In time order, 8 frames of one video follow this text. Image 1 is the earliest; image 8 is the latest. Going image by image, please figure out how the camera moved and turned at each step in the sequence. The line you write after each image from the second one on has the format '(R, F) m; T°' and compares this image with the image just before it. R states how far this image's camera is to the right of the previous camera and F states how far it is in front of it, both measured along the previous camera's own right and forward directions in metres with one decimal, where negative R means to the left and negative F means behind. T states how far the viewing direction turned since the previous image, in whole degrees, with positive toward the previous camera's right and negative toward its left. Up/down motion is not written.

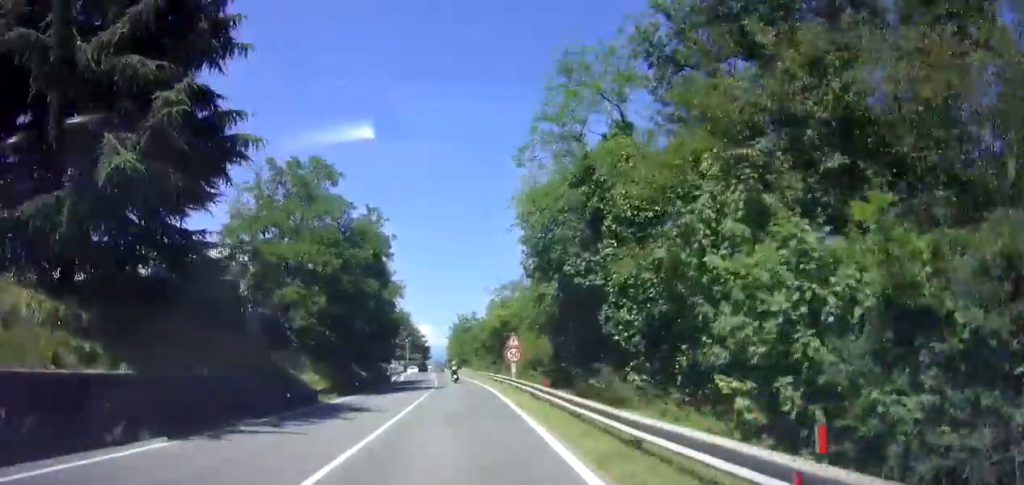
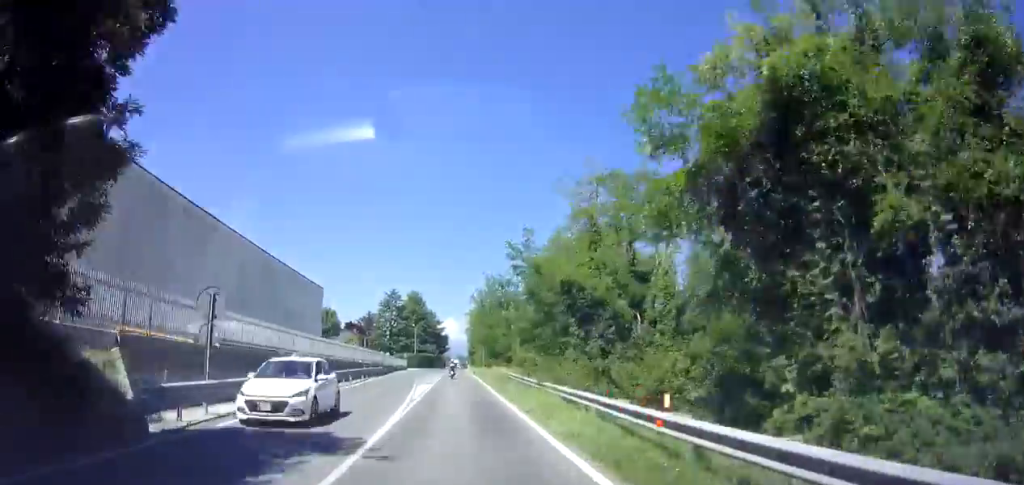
(-0.5, +43.1) m; -2°
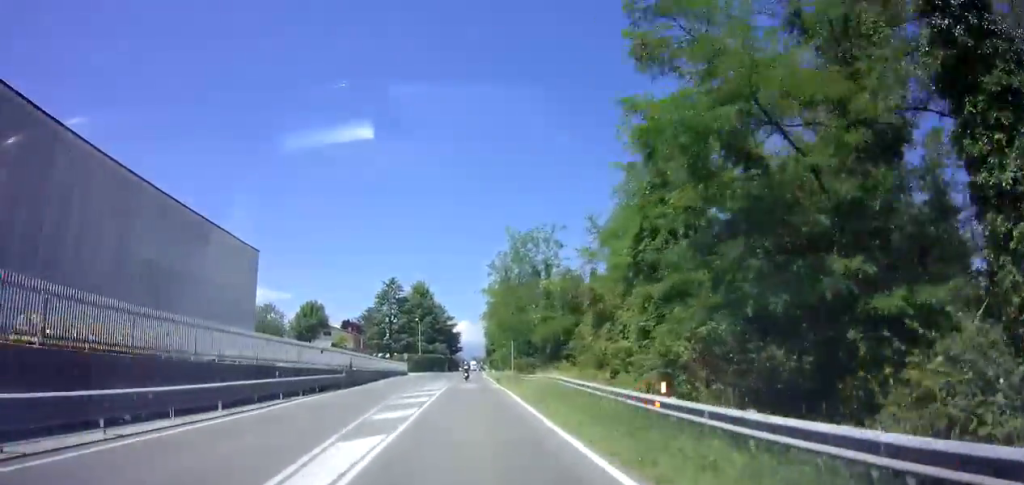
(-0.3, +22.7) m; -1°
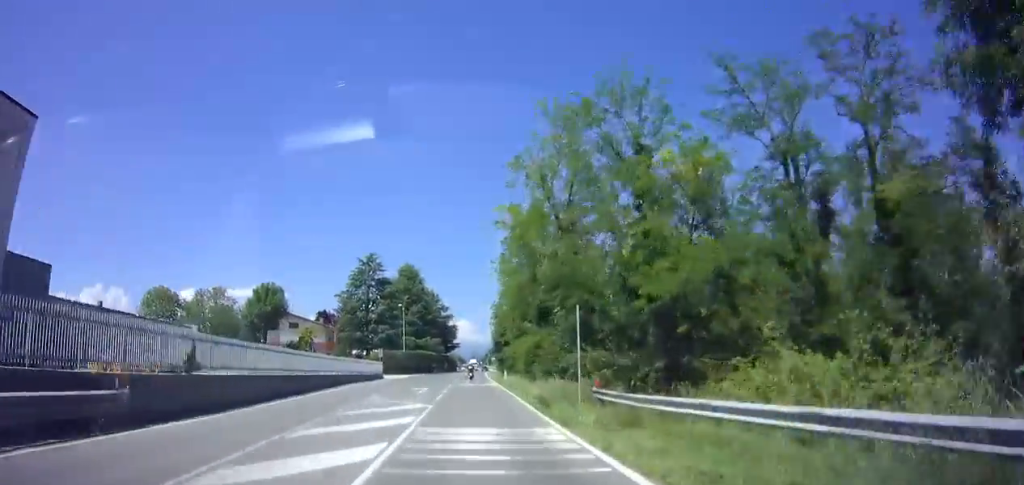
(-0.1, +23.0) m; -1°
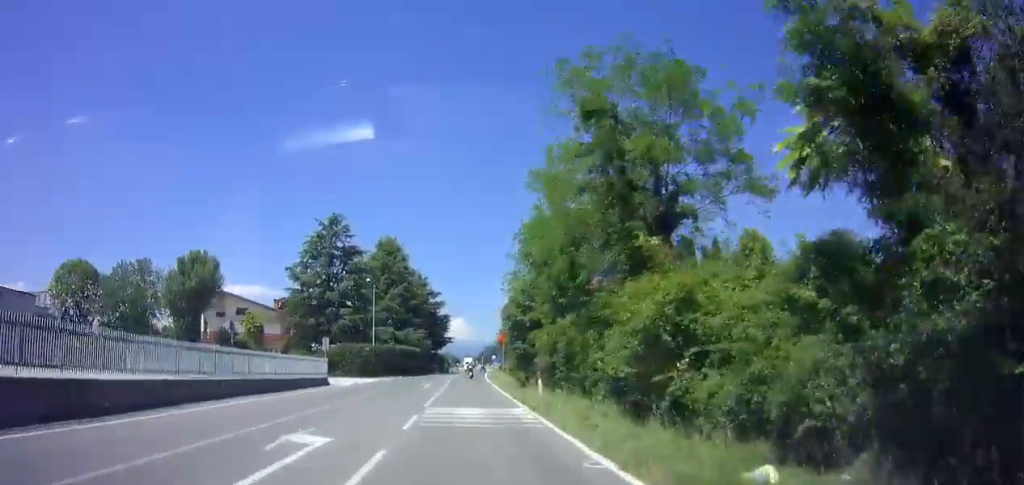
(-0.1, +21.6) m; 0°
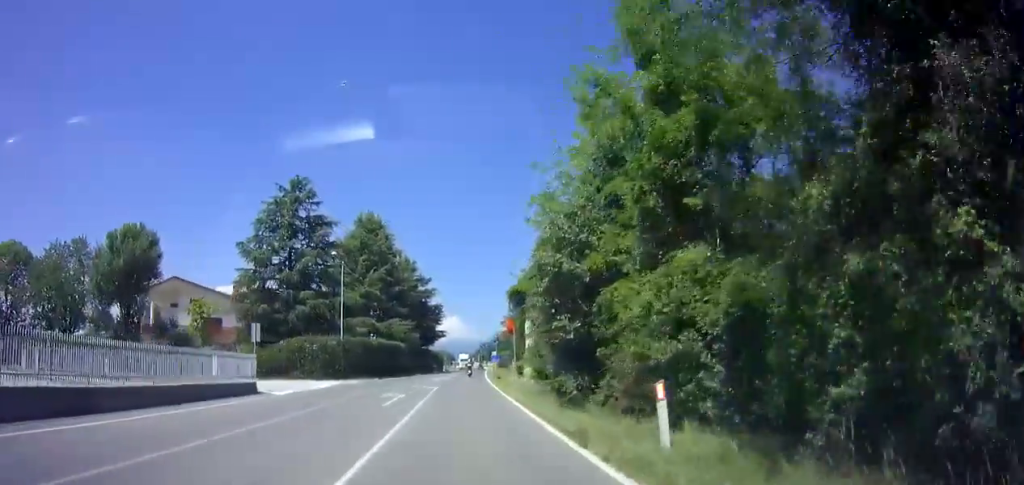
(+0.1, +12.6) m; +1°
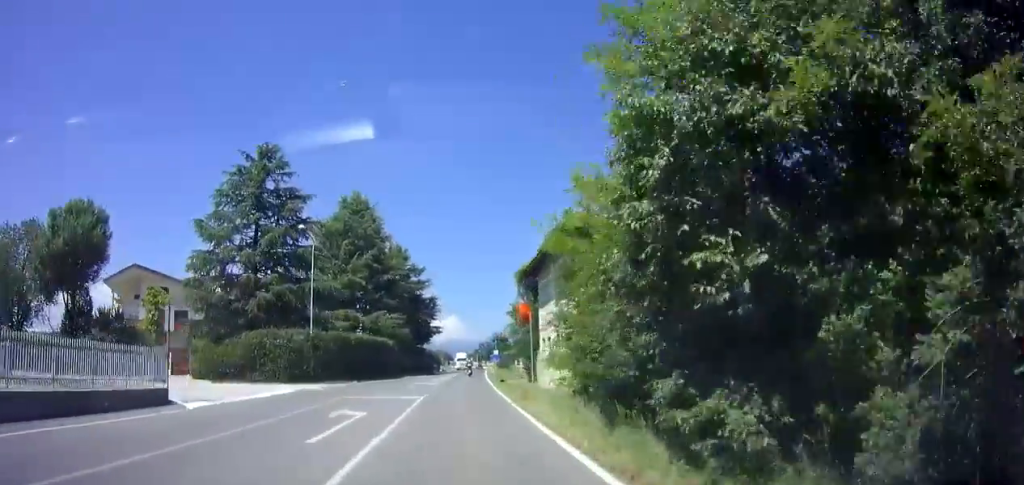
(0.0, +8.8) m; 0°
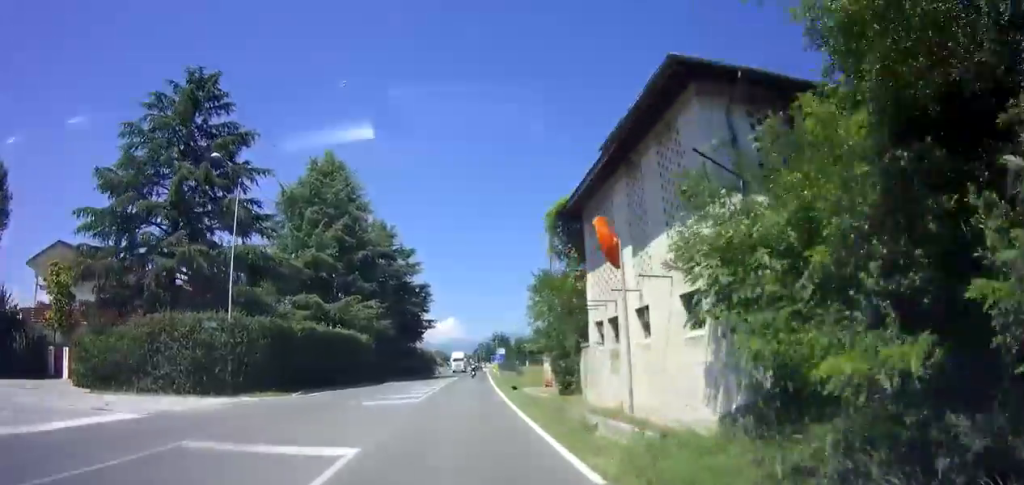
(0.0, +12.5) m; 0°
